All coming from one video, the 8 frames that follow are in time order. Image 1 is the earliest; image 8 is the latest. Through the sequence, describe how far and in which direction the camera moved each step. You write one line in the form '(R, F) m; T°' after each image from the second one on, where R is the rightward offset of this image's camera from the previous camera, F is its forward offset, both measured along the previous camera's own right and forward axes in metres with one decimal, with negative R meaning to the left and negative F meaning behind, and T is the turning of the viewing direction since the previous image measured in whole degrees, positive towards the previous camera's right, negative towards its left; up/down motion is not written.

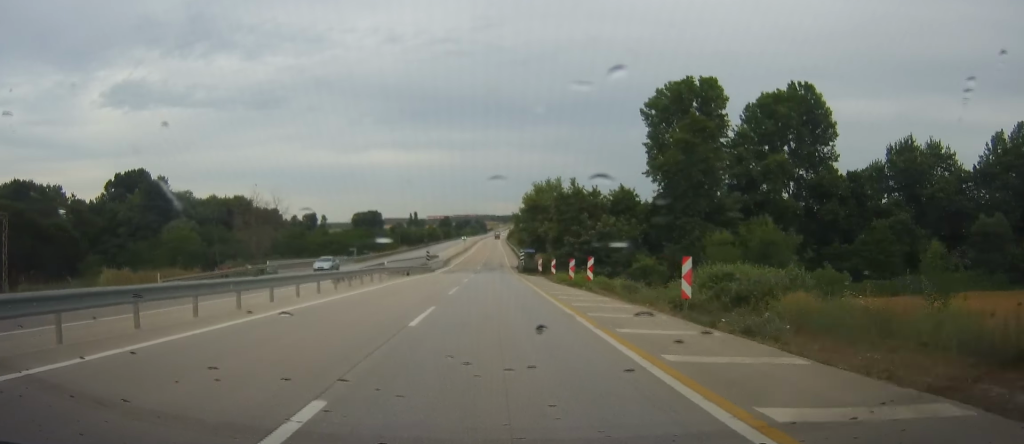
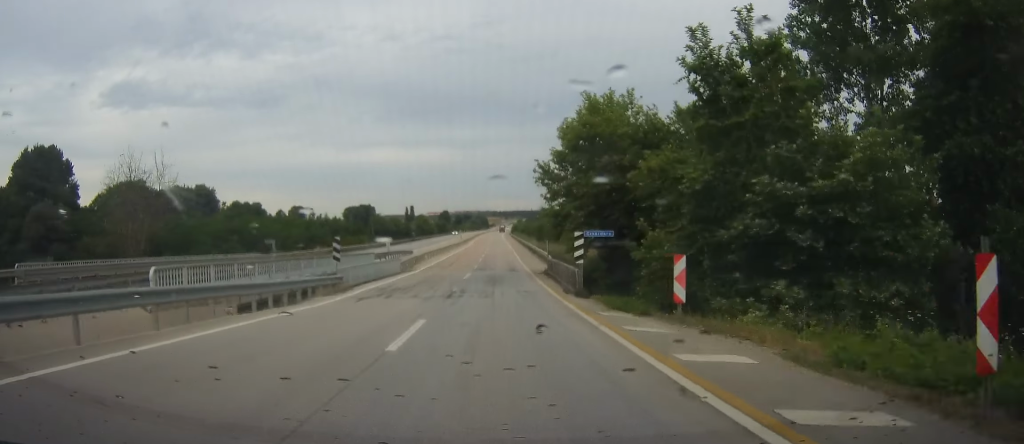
(-0.5, +39.0) m; -1°
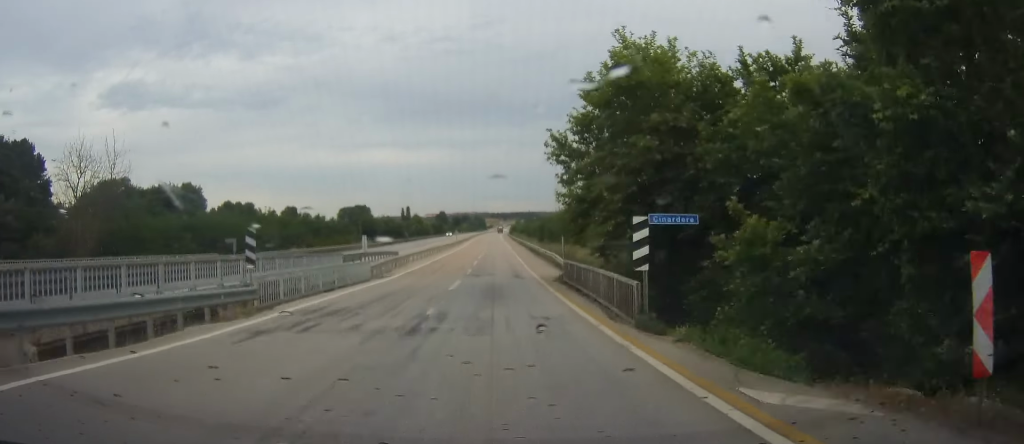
(0.0, +9.5) m; 0°
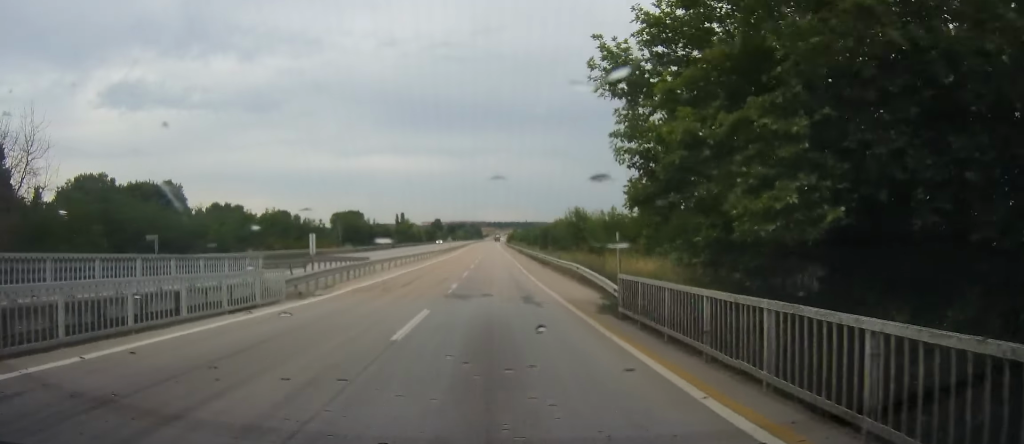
(0.0, +13.6) m; +1°
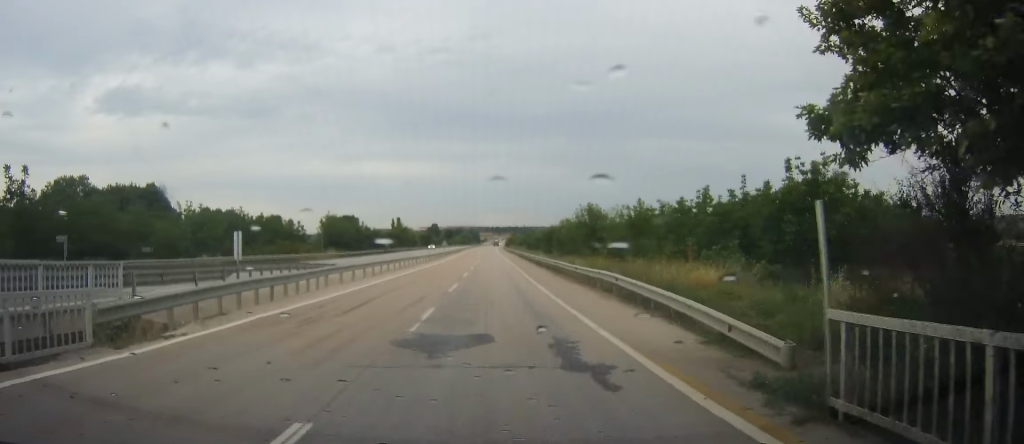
(-0.1, +10.0) m; +1°
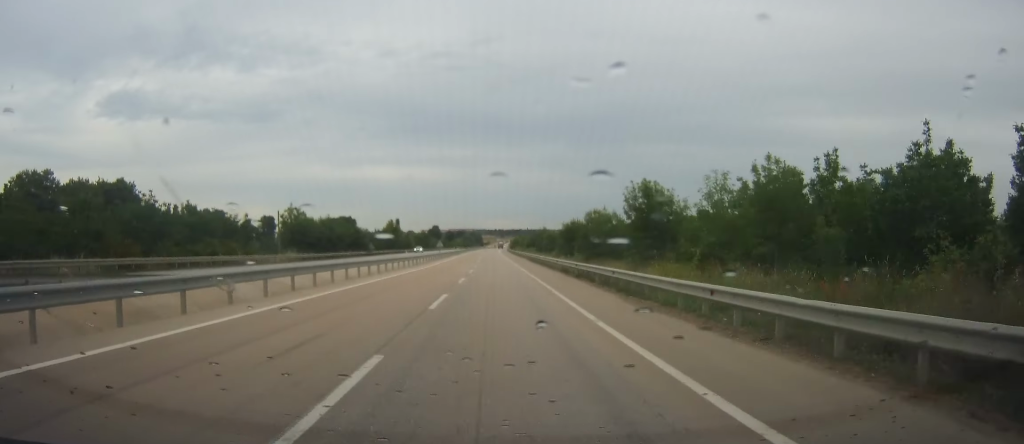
(+0.5, +20.6) m; 0°
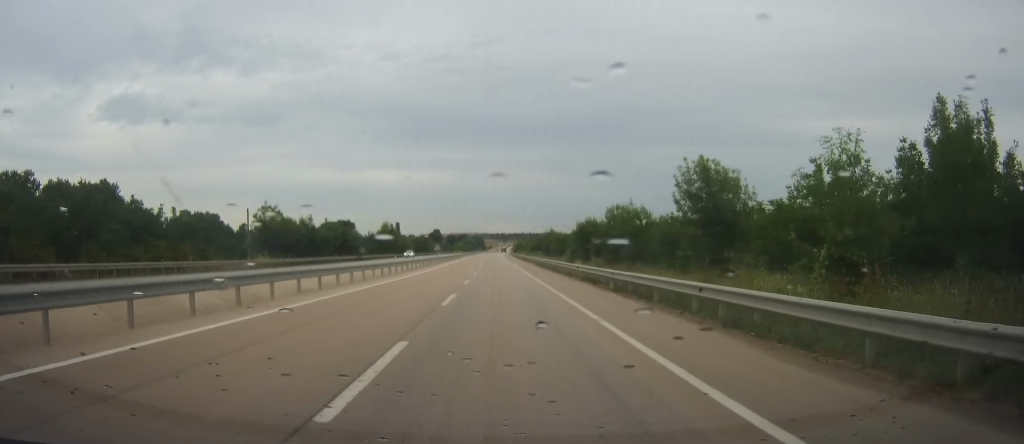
(-0.1, +10.5) m; 0°
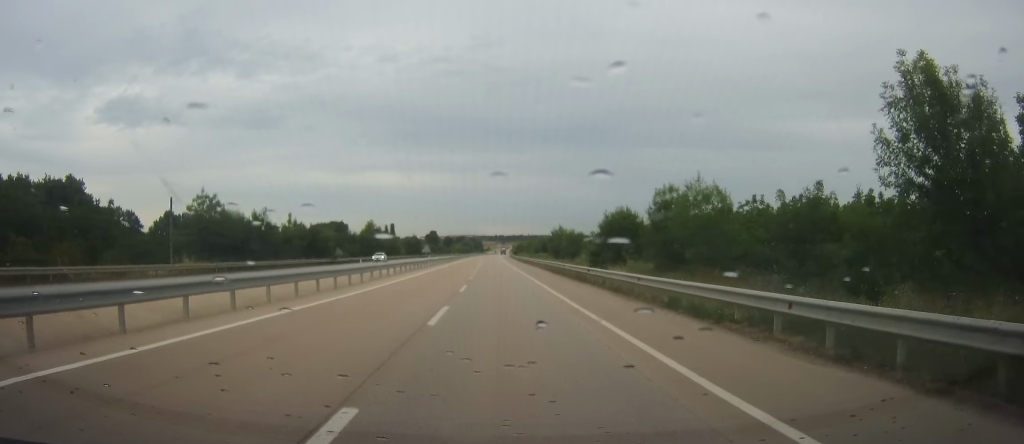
(-0.3, +16.4) m; -1°
